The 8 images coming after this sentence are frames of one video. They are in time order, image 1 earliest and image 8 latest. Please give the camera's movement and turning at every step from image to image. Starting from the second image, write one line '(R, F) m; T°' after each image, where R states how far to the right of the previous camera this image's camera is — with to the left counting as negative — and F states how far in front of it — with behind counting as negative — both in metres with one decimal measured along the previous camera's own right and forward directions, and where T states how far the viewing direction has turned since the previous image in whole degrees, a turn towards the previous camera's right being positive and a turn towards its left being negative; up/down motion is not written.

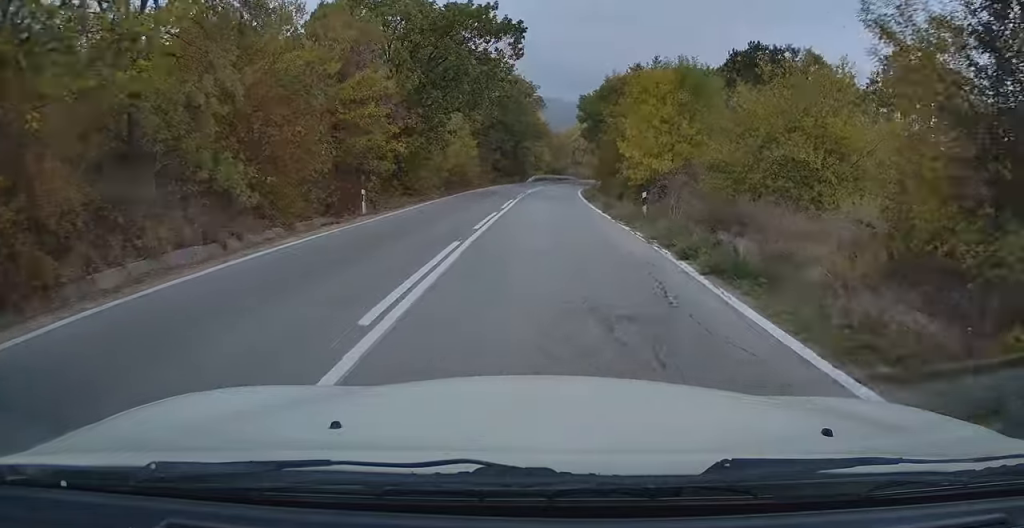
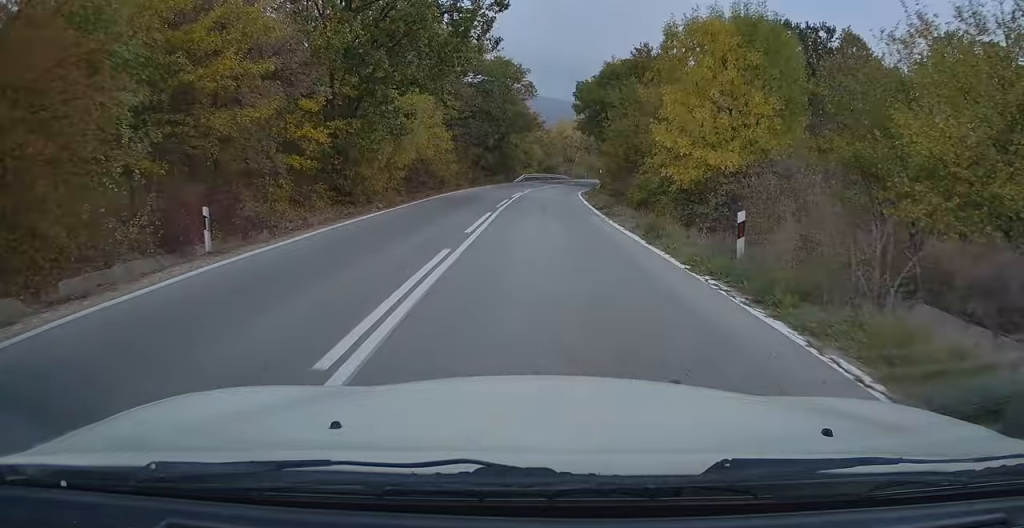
(+0.3, +9.8) m; 0°
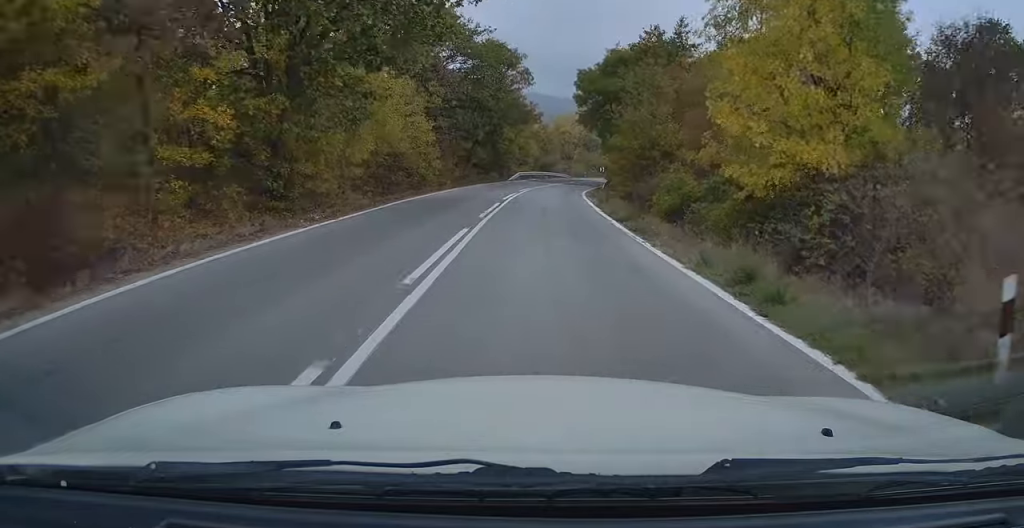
(-0.1, +6.1) m; 0°
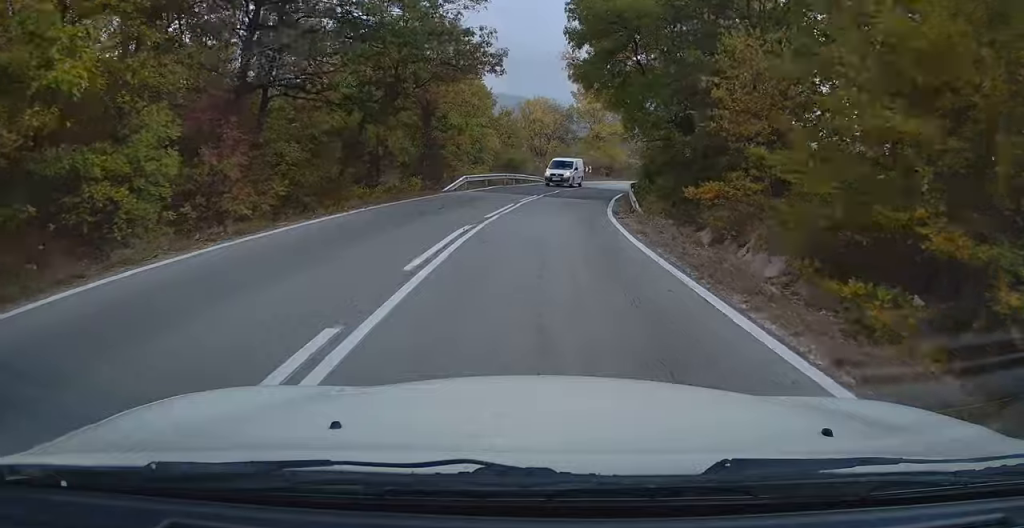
(+0.3, +25.6) m; +3°
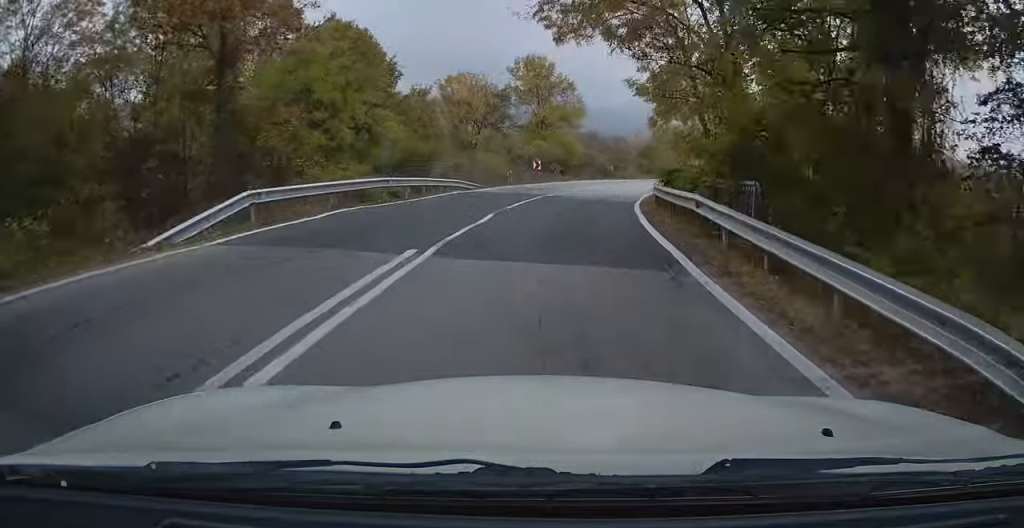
(+0.6, +21.3) m; +6°
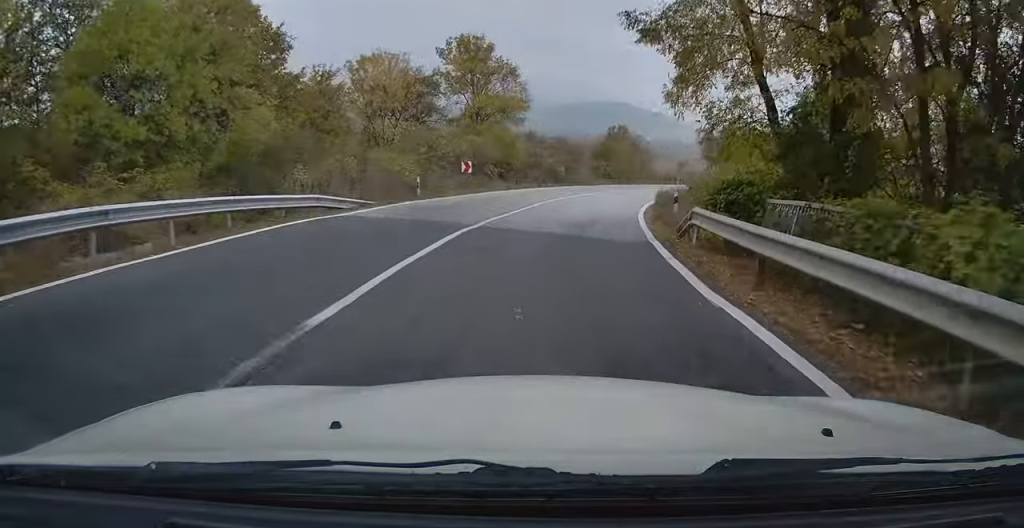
(+0.8, +12.3) m; +7°
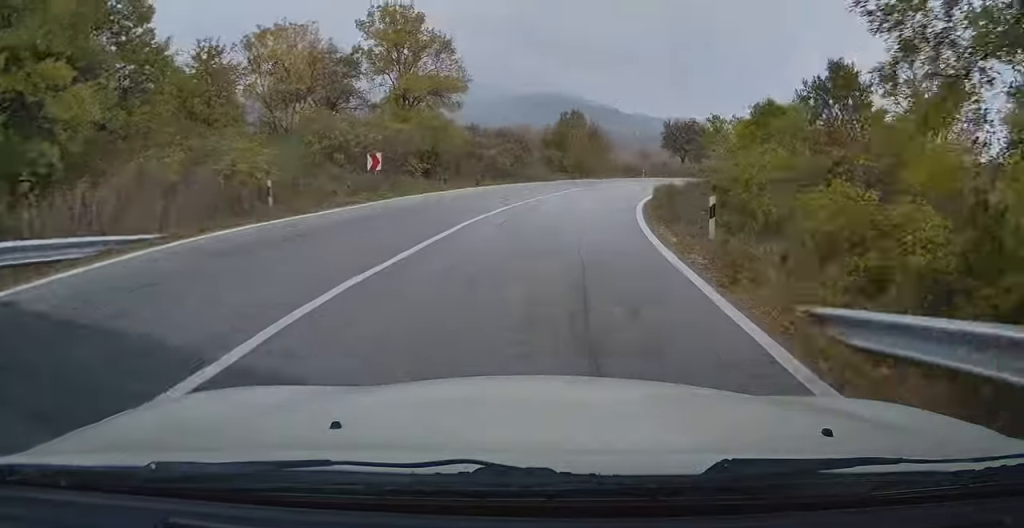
(+0.5, +9.6) m; +5°
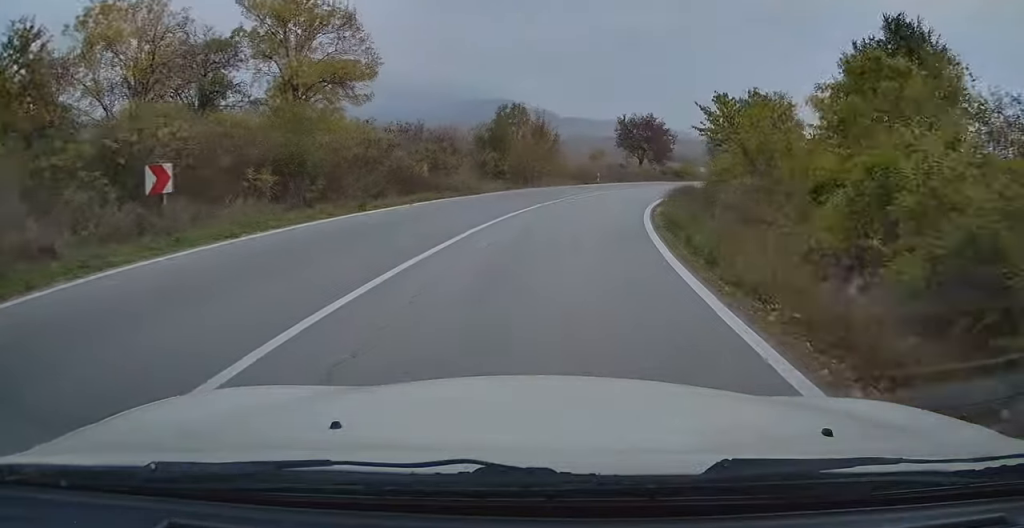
(+0.5, +11.5) m; +5°
